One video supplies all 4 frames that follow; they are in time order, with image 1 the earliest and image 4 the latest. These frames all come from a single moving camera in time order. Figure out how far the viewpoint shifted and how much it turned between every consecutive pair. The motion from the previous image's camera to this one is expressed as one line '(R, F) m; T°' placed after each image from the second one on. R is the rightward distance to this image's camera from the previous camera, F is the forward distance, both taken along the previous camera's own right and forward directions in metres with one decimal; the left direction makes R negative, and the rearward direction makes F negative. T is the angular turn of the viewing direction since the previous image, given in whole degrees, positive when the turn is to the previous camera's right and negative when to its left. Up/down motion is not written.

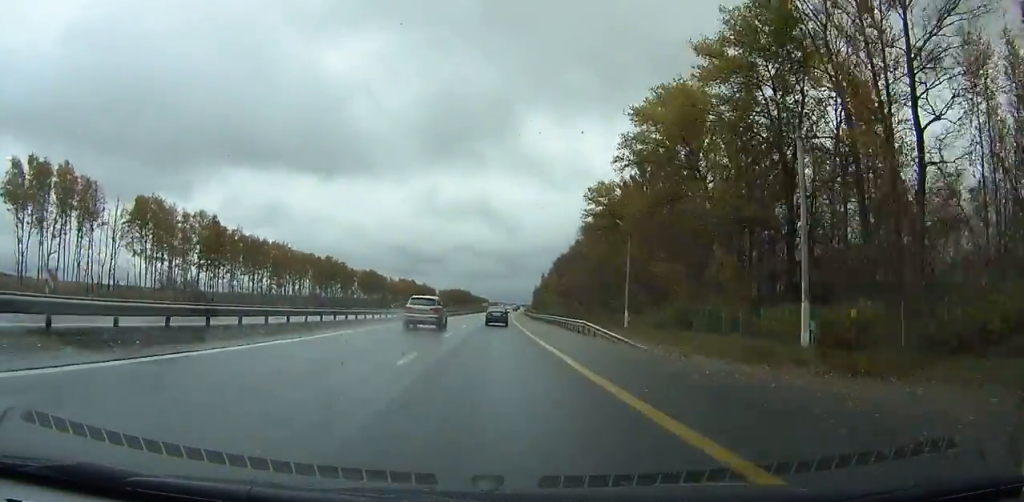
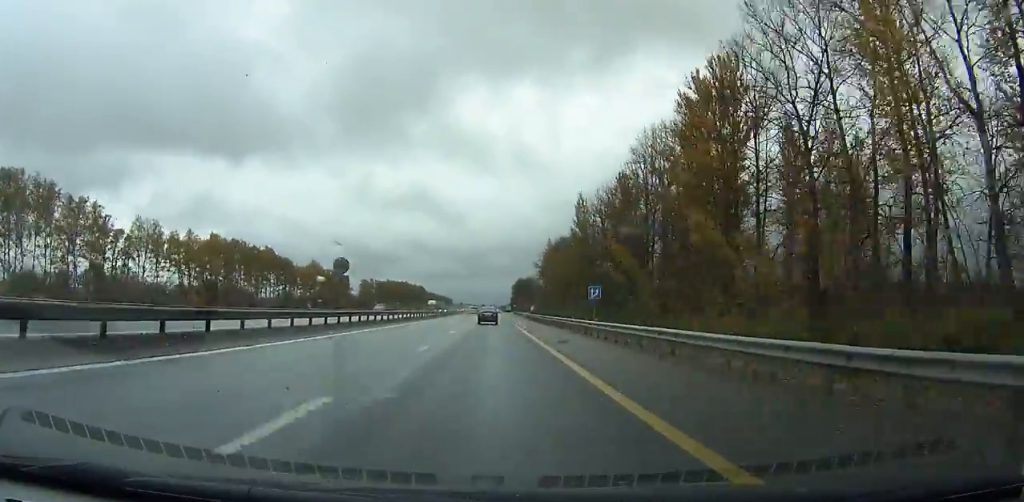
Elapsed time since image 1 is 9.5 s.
(+6.3, +220.3) m; +2°
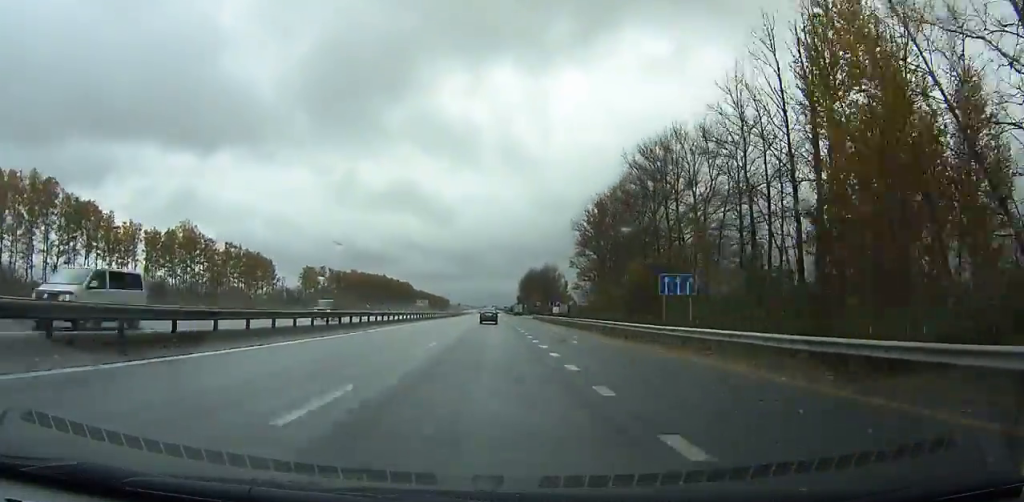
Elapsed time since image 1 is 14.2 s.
(+0.9, +107.5) m; +1°
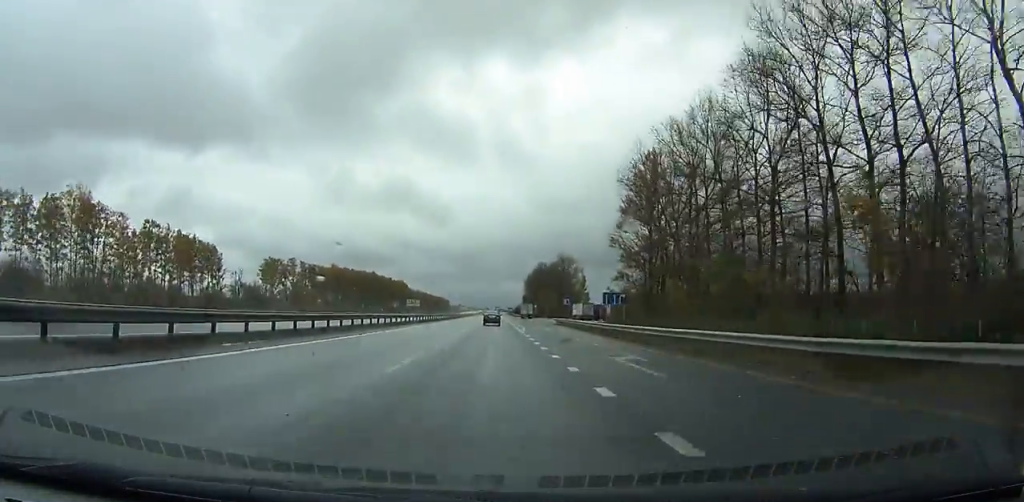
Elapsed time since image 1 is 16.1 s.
(+0.1, +43.6) m; 0°
